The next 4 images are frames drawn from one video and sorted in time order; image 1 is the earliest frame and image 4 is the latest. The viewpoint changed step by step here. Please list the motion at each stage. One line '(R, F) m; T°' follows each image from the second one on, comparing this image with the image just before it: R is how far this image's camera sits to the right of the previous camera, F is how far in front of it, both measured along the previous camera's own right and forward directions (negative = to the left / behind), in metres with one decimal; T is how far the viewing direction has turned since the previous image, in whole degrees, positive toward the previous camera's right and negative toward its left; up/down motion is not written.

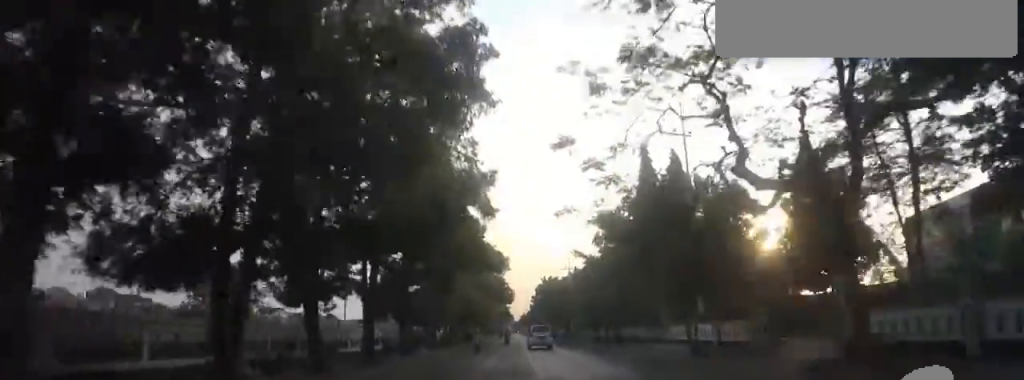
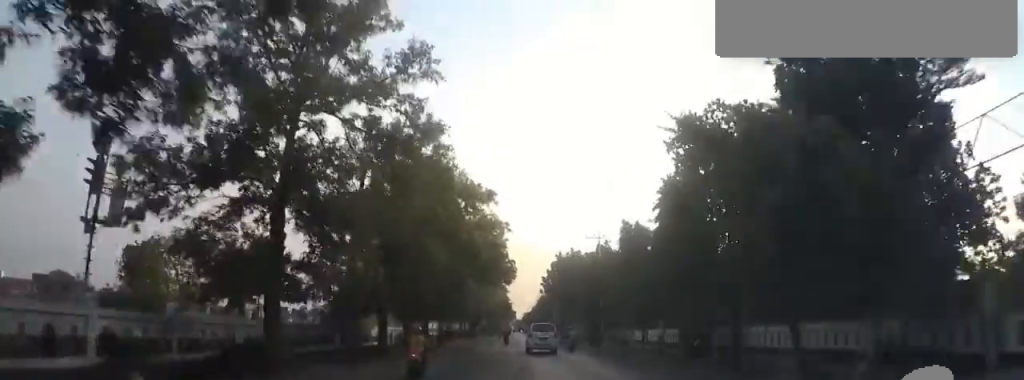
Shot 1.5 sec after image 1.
(0.0, +21.6) m; +3°
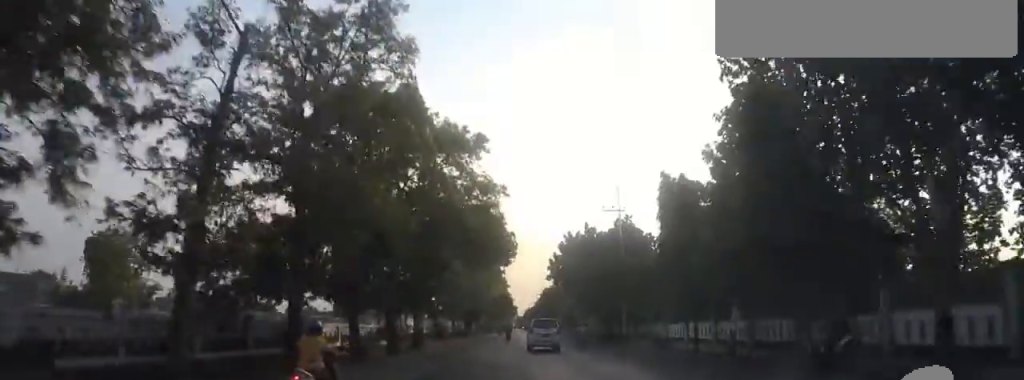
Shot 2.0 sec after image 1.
(+0.5, +8.0) m; -1°
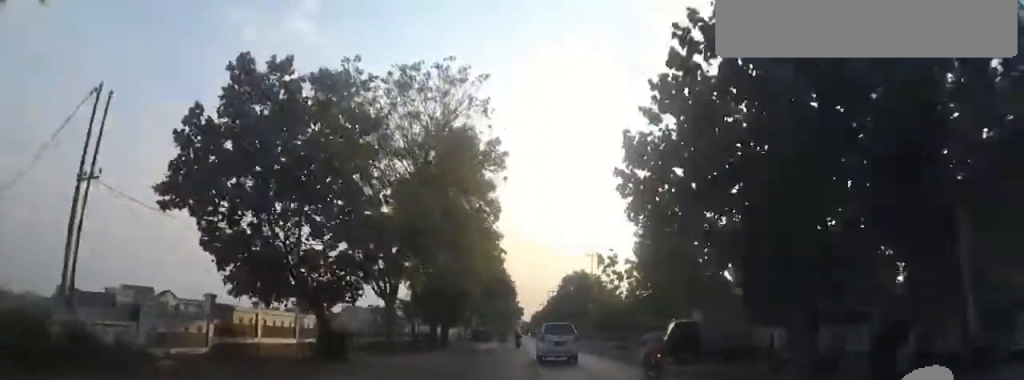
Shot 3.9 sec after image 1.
(-0.4, +25.4) m; -1°
